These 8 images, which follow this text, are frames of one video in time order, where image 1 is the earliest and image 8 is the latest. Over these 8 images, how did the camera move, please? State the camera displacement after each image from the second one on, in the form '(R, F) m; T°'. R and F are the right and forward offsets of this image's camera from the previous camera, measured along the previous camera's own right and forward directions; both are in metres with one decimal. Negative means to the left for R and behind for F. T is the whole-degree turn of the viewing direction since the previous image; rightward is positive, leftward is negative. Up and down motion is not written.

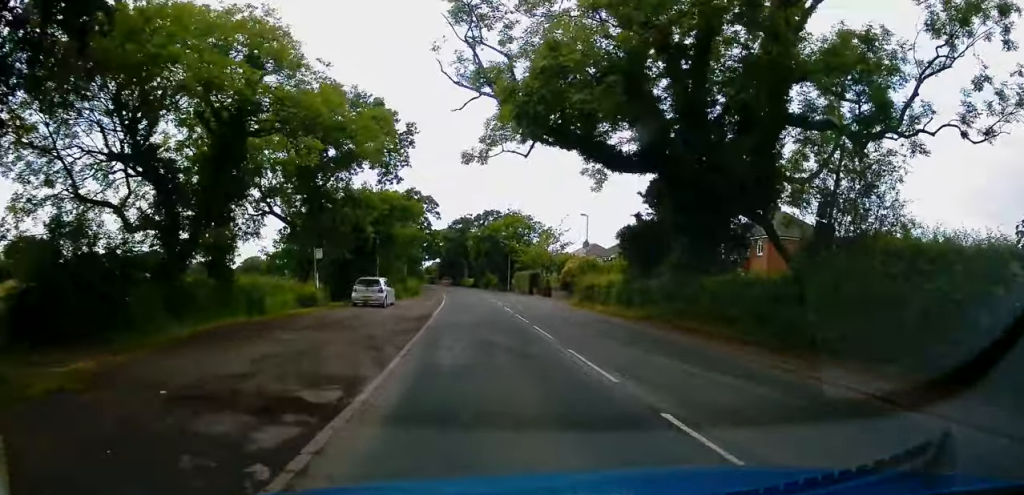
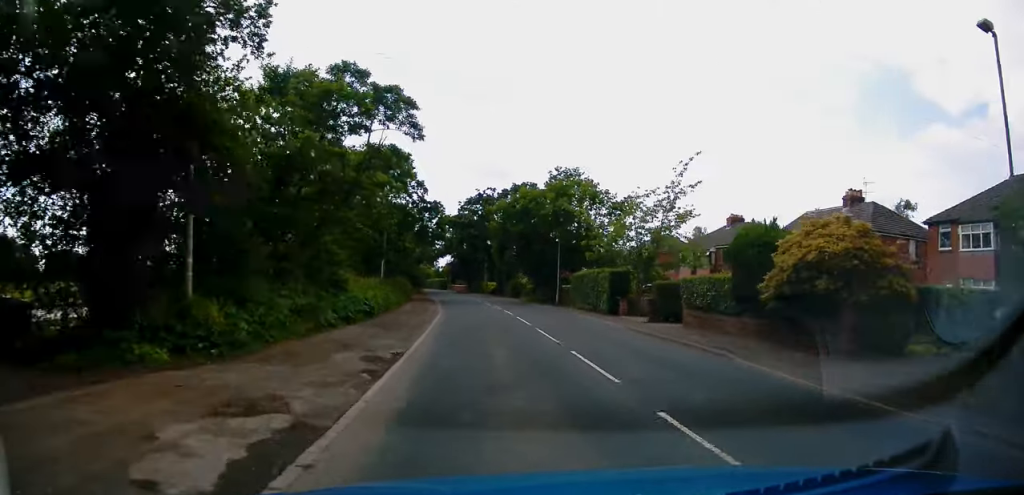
(0.0, +29.3) m; 0°
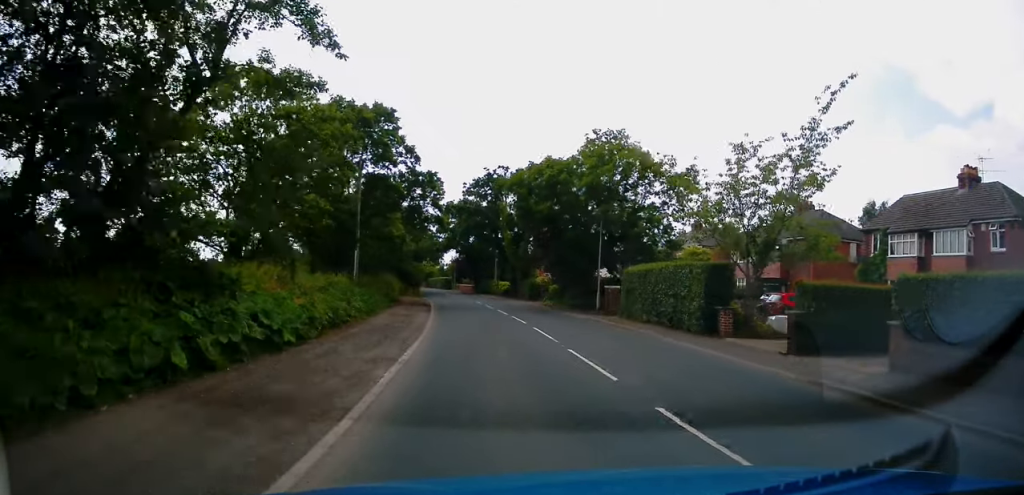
(-0.2, +12.1) m; -3°
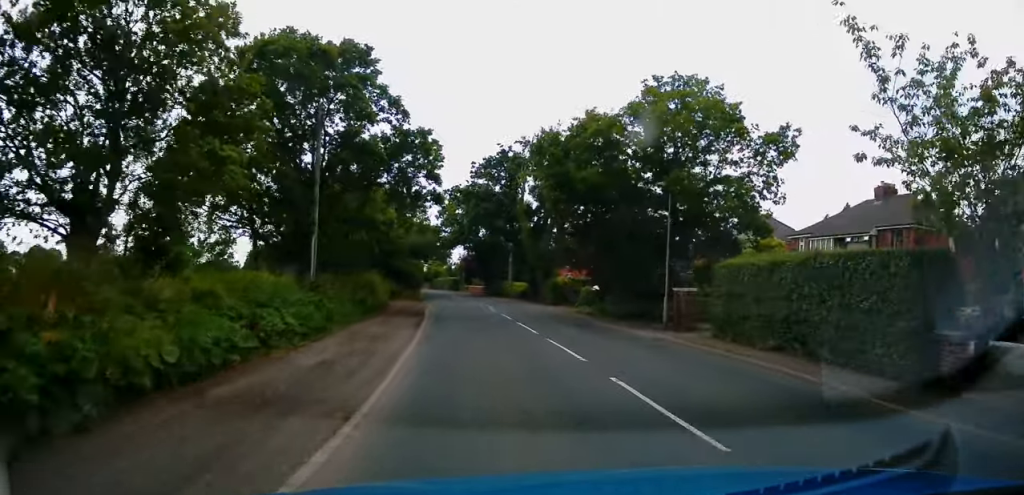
(-0.3, +9.6) m; -2°
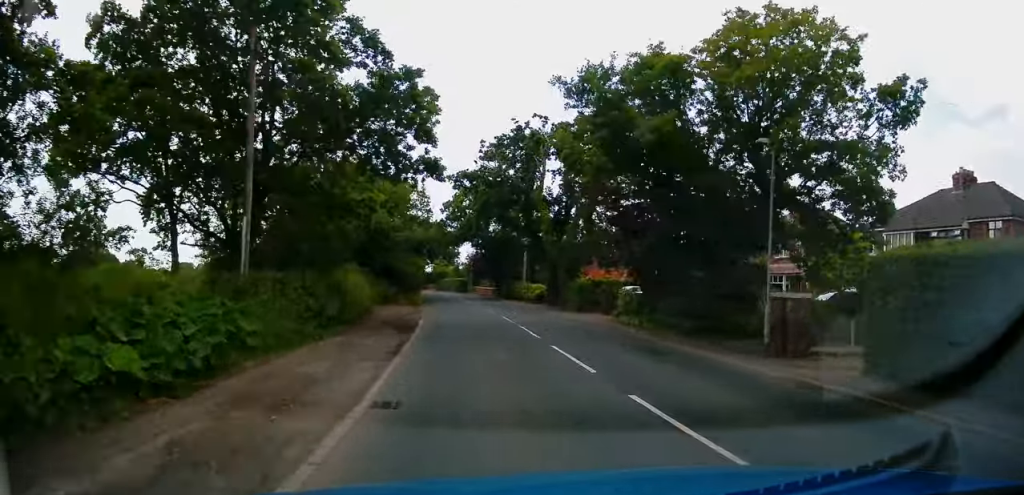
(-0.2, +7.2) m; -1°
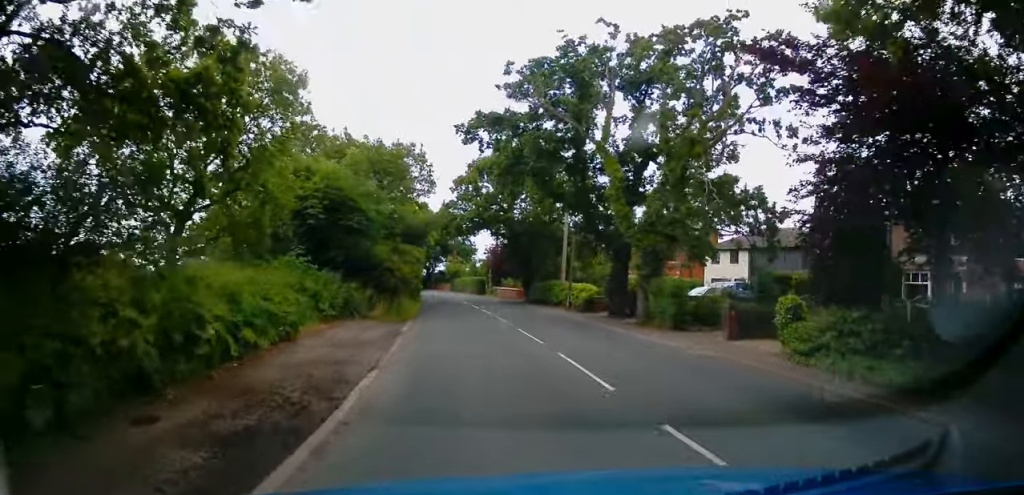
(+0.1, +13.7) m; -1°
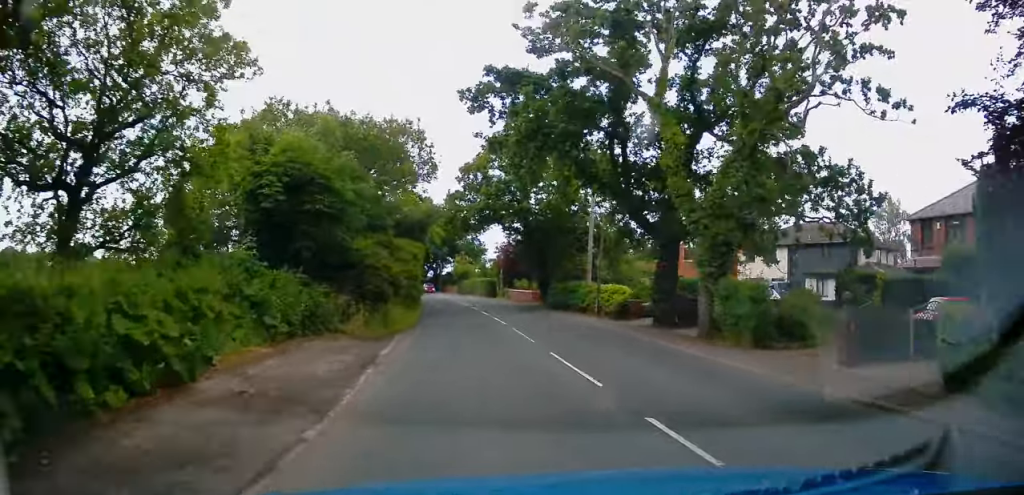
(-0.1, +5.5) m; -1°
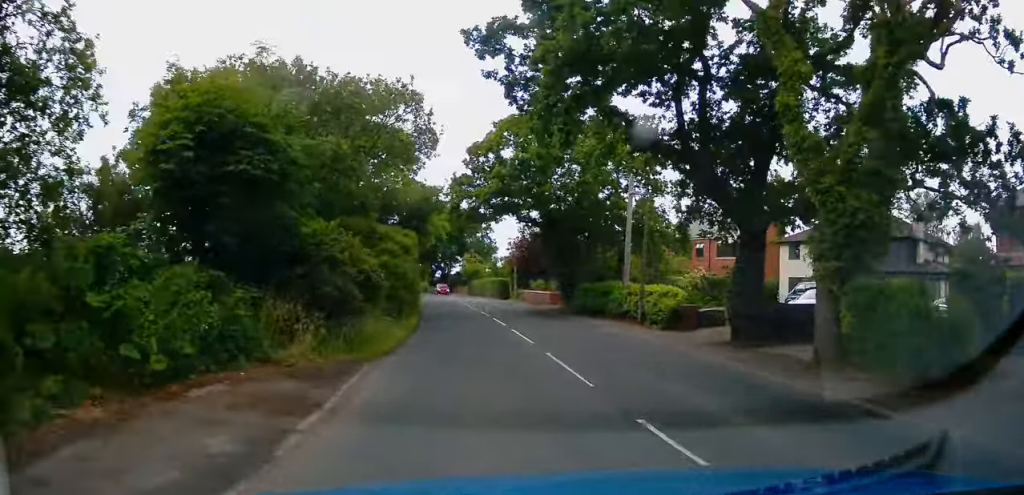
(-0.1, +5.9) m; -1°
